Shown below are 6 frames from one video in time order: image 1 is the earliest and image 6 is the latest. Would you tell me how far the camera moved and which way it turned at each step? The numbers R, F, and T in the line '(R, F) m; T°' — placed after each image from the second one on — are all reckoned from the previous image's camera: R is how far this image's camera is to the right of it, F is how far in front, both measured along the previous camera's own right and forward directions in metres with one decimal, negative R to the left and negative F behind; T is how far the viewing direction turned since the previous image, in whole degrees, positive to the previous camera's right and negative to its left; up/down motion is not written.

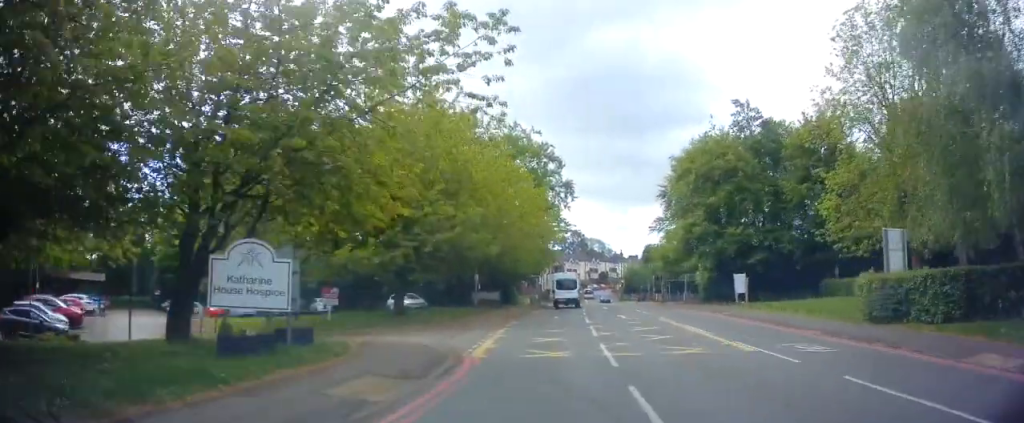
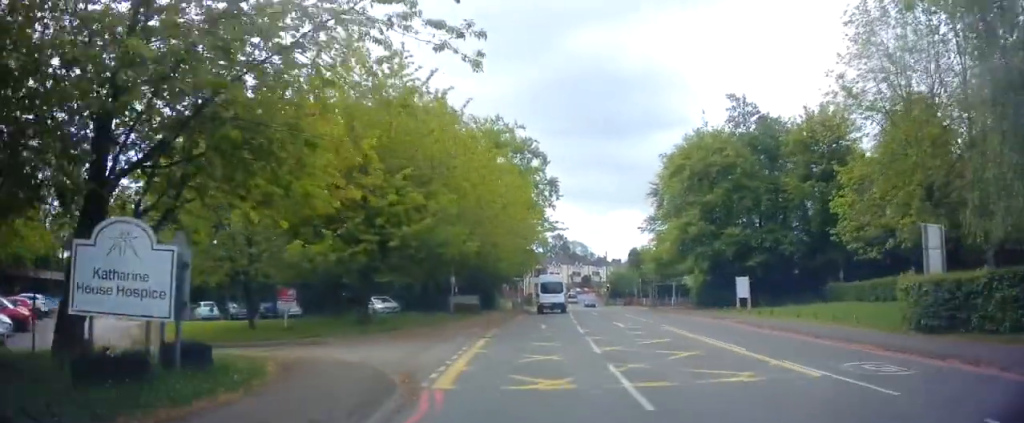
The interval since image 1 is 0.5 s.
(-0.1, +3.3) m; +1°
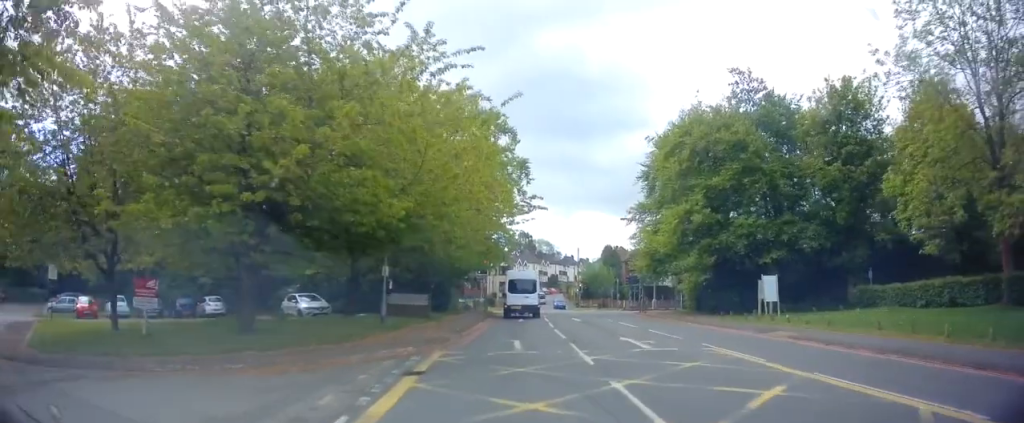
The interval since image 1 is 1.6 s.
(+0.3, +7.9) m; +7°
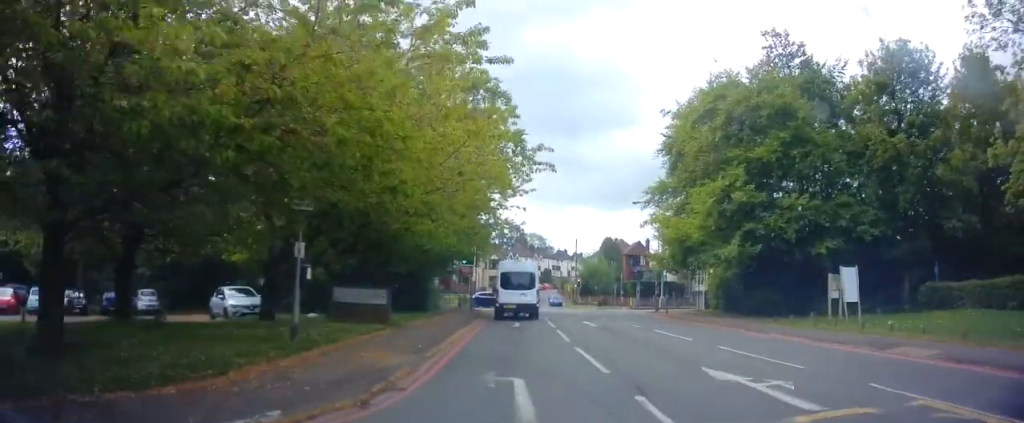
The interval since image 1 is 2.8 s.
(+0.5, +7.6) m; +1°
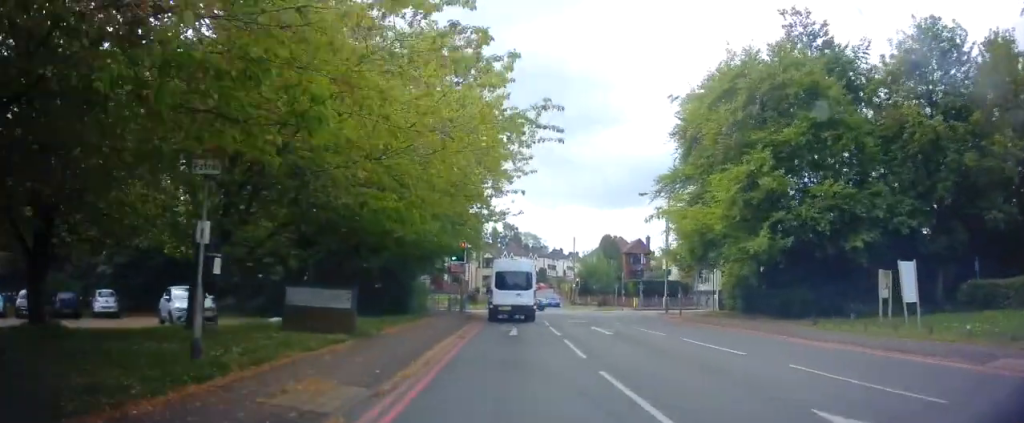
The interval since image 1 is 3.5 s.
(-0.3, +3.8) m; -1°
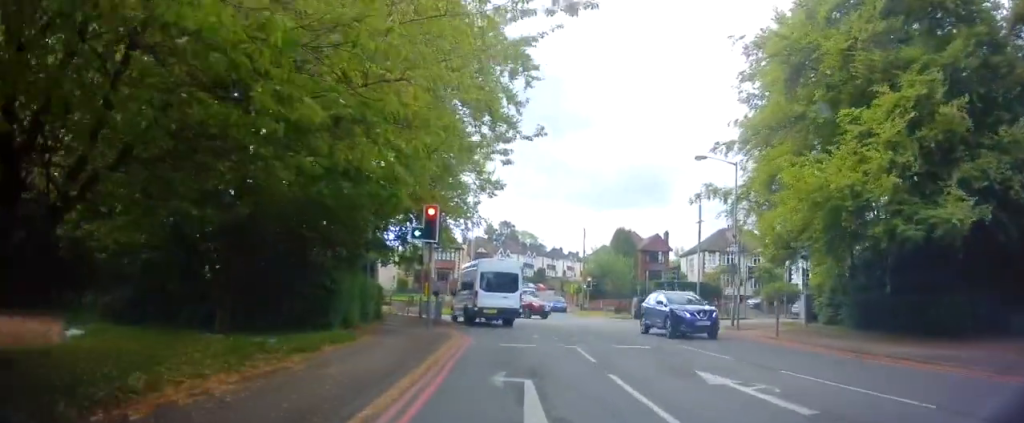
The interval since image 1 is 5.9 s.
(+0.6, +12.2) m; +5°
